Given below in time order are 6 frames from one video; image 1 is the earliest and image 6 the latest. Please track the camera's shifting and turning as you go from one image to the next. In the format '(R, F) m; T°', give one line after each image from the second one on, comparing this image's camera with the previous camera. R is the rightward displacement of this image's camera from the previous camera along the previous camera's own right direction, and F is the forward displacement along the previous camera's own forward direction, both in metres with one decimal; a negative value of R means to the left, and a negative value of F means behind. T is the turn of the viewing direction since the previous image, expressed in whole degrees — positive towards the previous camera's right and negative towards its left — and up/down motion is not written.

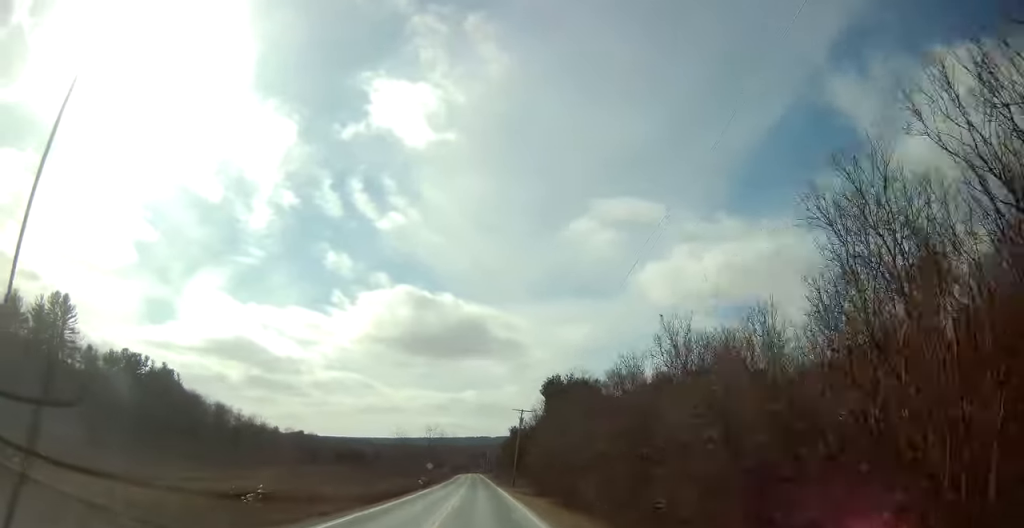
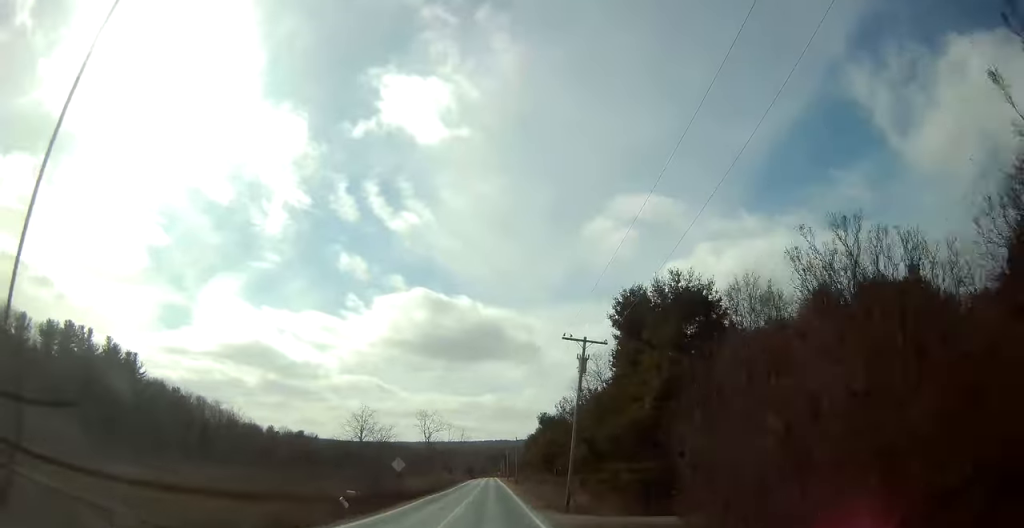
(-0.2, +36.1) m; -1°
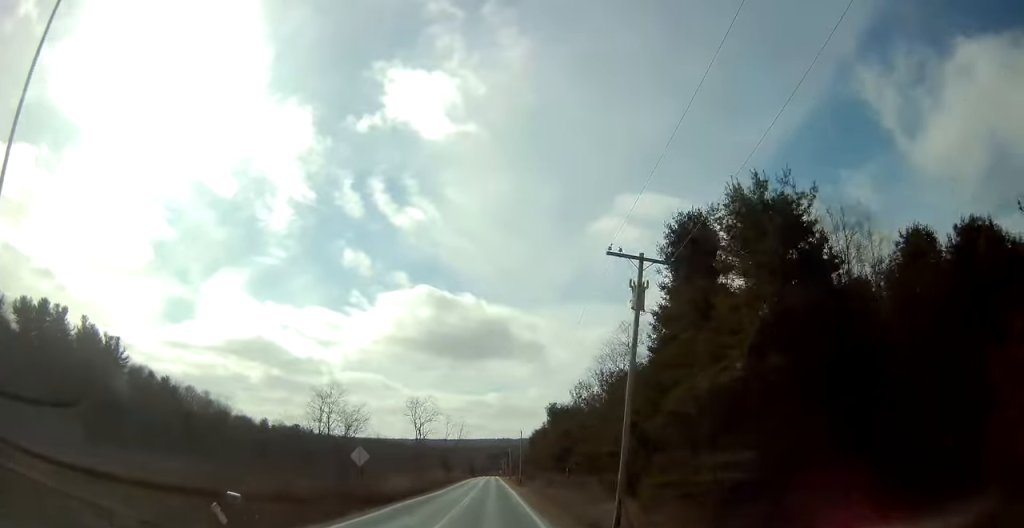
(0.0, +11.7) m; -1°
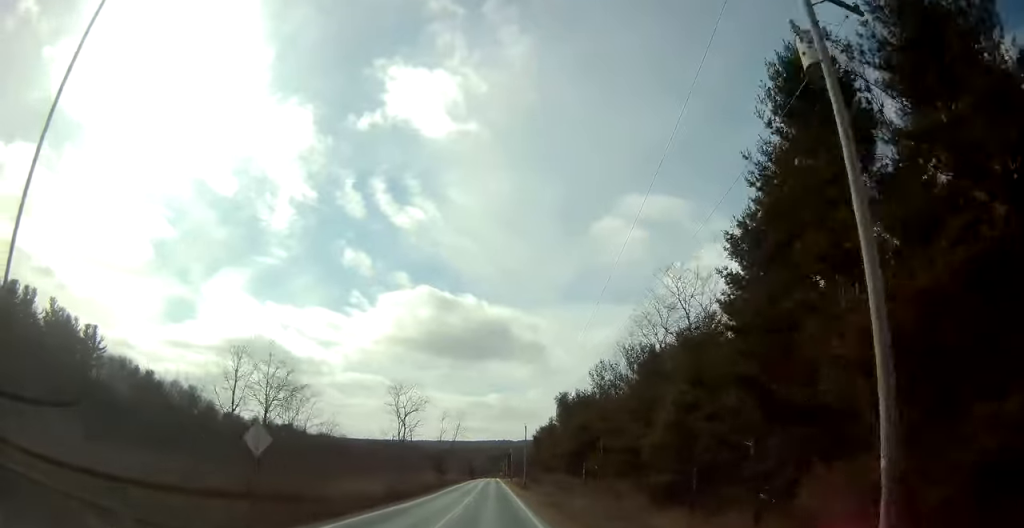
(-0.1, +12.5) m; -1°
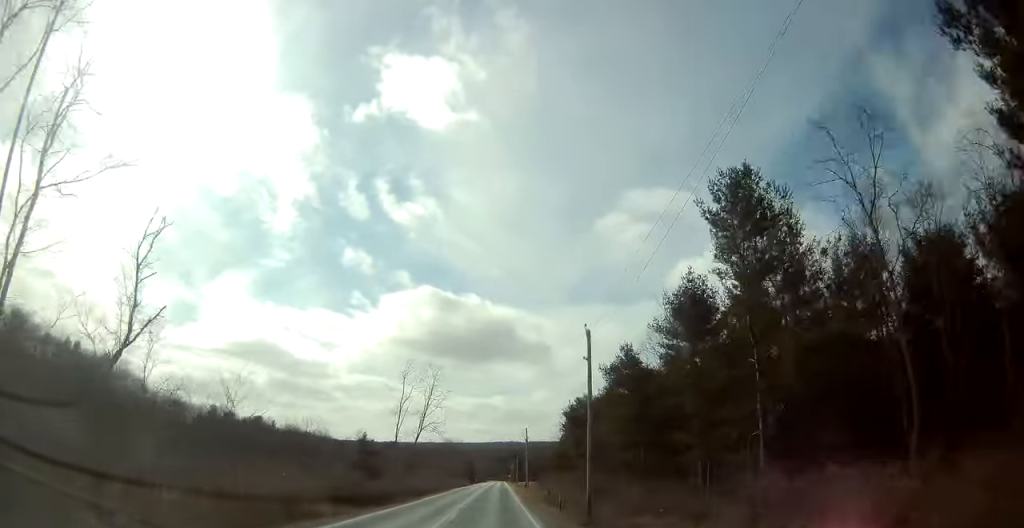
(-0.6, +51.4) m; 0°
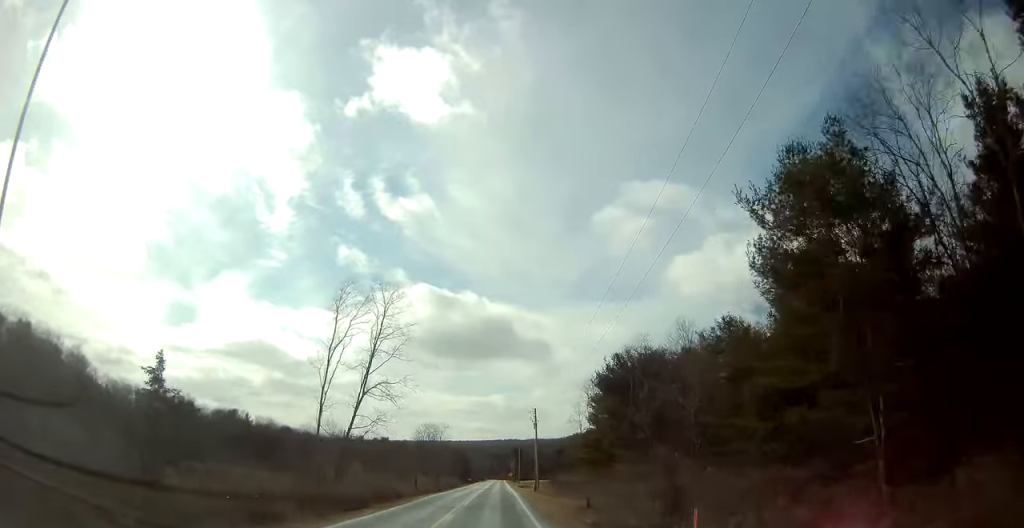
(-0.1, +26.1) m; -1°
